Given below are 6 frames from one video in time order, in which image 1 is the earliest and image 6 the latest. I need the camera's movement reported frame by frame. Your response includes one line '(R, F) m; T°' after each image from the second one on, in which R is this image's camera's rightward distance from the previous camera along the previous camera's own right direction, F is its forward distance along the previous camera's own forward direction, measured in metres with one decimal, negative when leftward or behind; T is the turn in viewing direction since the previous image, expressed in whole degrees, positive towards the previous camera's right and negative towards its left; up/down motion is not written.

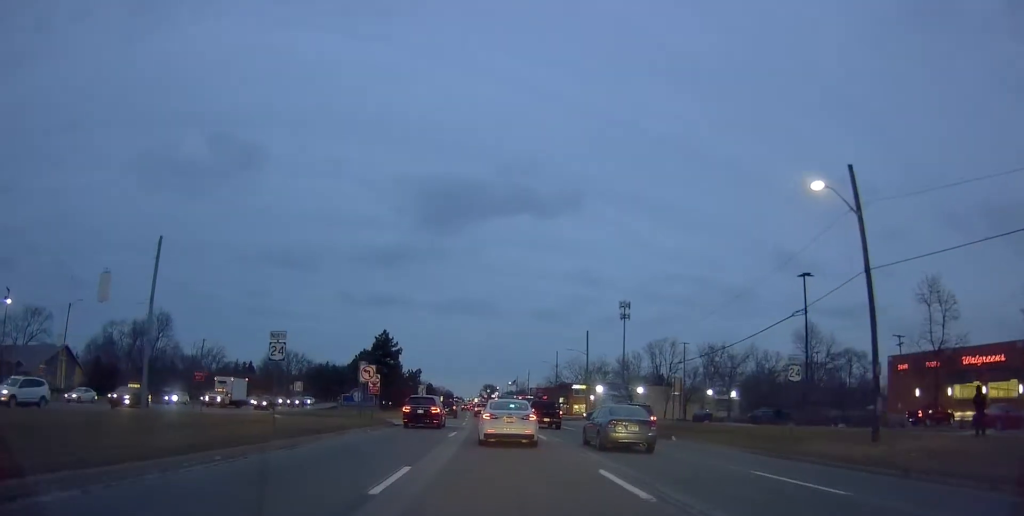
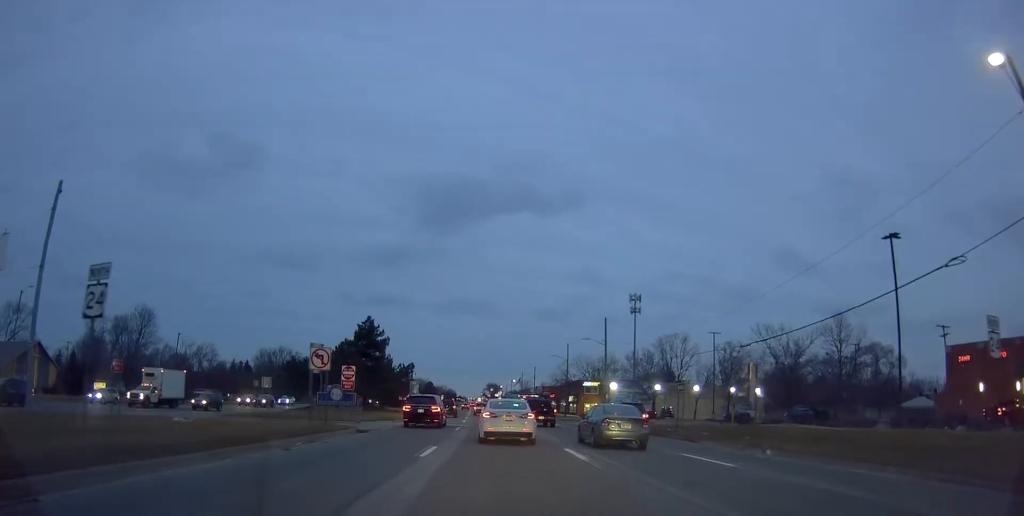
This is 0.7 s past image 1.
(+0.6, +9.9) m; 0°
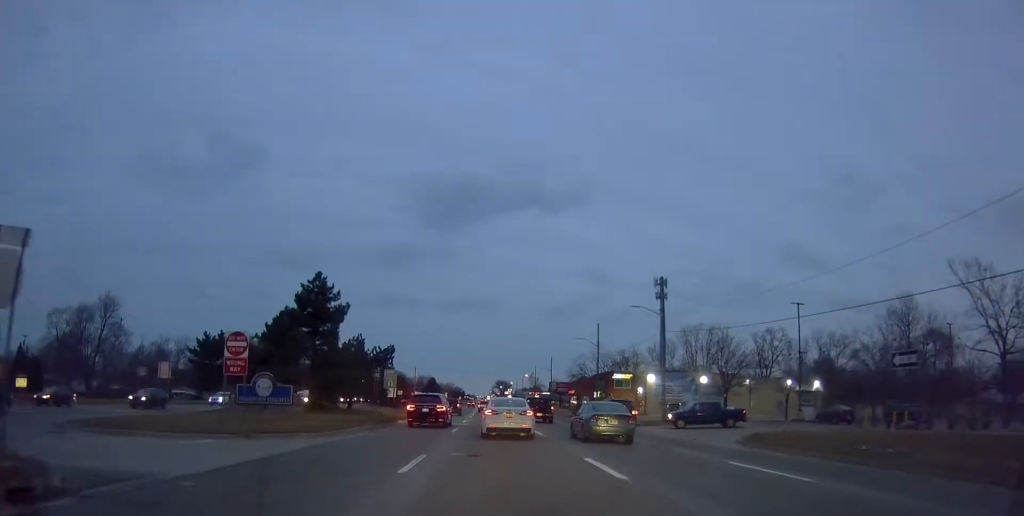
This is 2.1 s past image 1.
(-1.1, +19.0) m; -3°
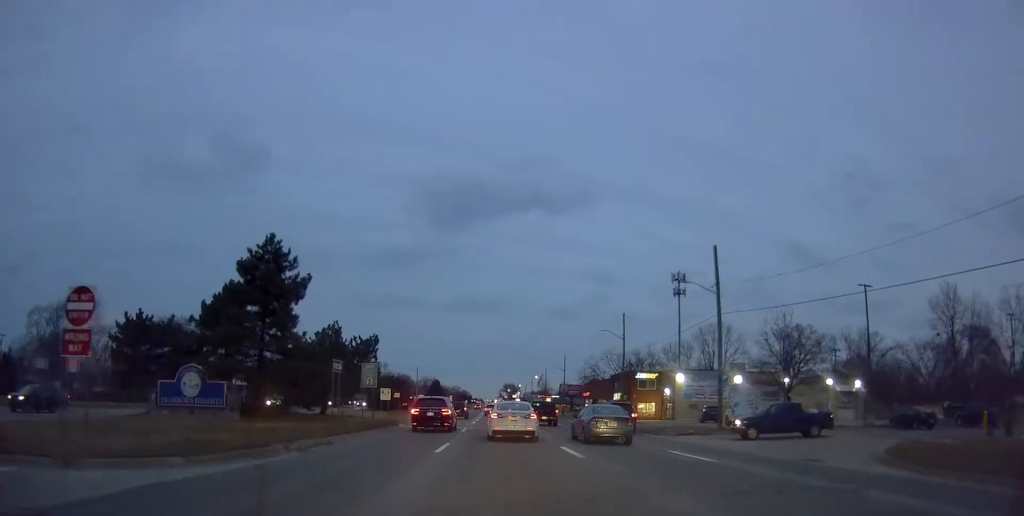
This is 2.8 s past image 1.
(0.0, +9.9) m; 0°
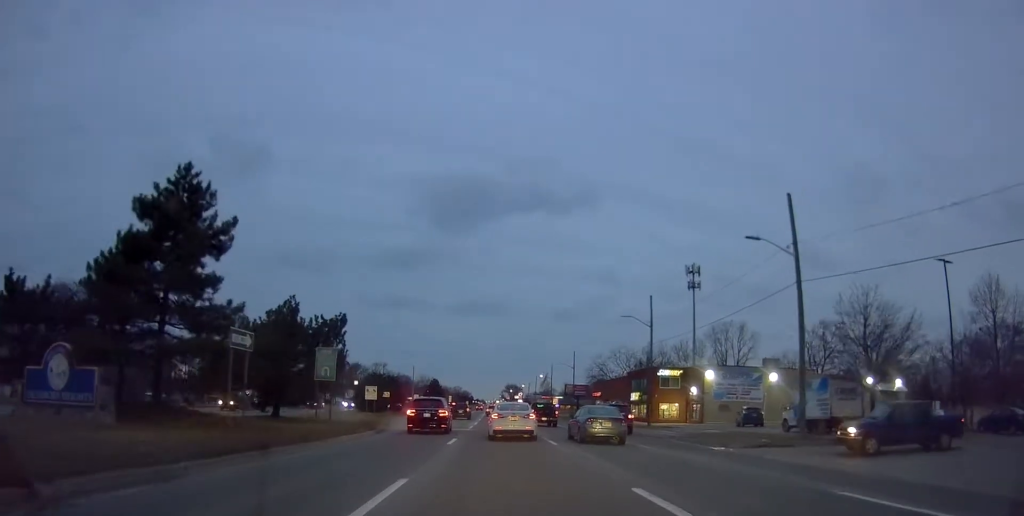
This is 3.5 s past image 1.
(0.0, +9.5) m; -2°
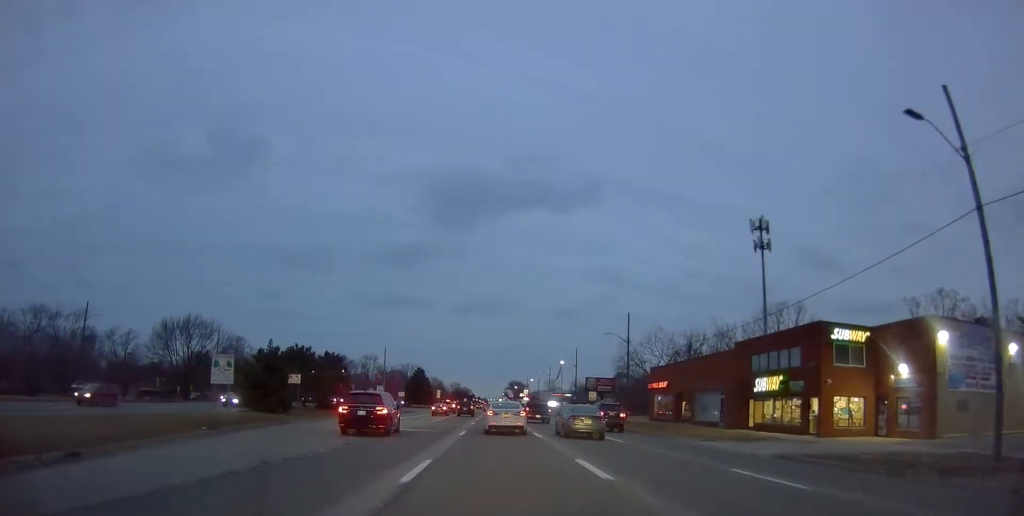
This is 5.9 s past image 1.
(-0.2, +35.3) m; +2°
